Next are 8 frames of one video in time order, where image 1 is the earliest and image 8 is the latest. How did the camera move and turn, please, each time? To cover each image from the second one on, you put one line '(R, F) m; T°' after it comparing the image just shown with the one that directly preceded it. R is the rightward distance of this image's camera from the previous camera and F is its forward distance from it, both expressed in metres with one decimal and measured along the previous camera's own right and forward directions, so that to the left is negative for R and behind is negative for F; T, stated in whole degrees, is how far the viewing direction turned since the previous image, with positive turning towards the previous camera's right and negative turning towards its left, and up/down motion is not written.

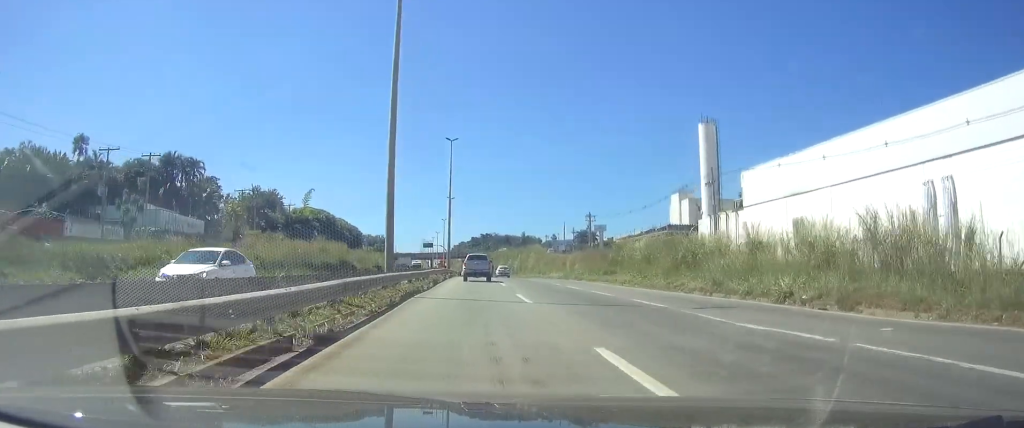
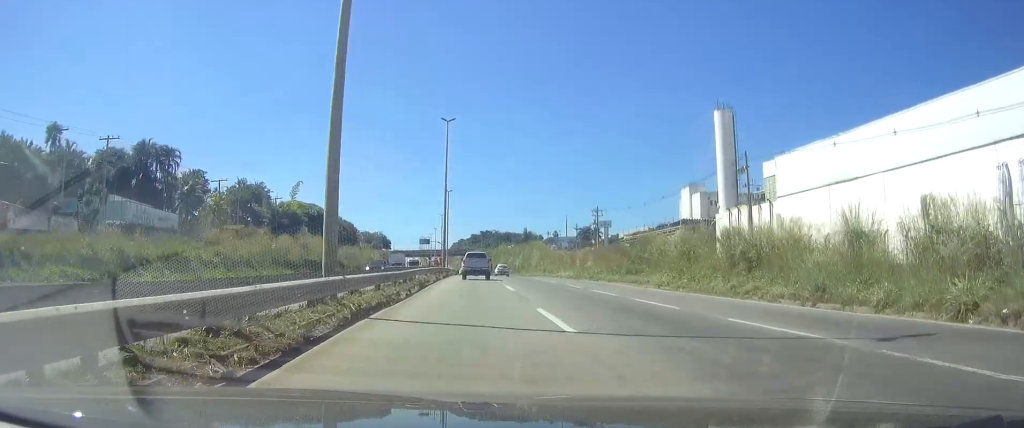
(+0.1, +9.1) m; 0°
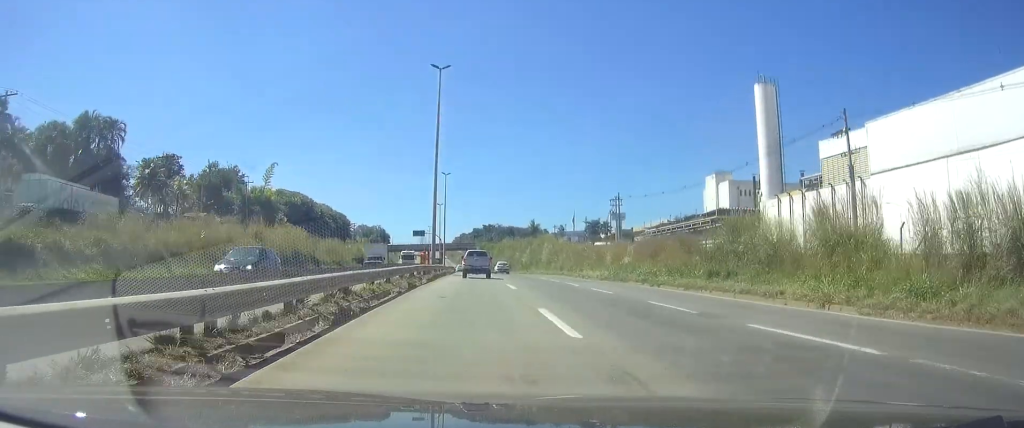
(-0.1, +17.2) m; 0°
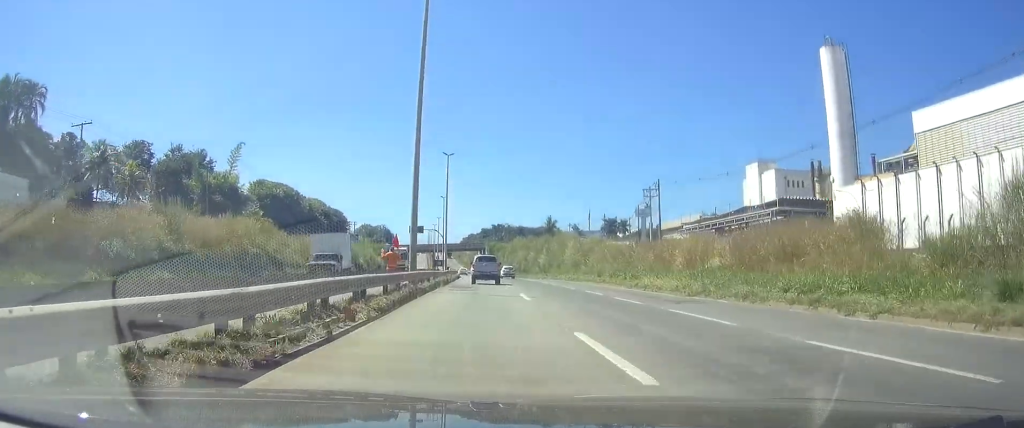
(0.0, +19.5) m; 0°
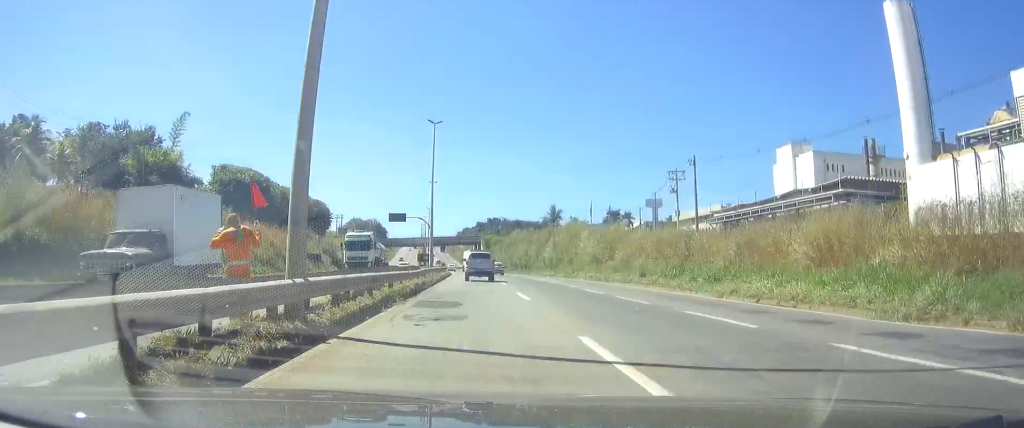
(0.0, +17.2) m; 0°
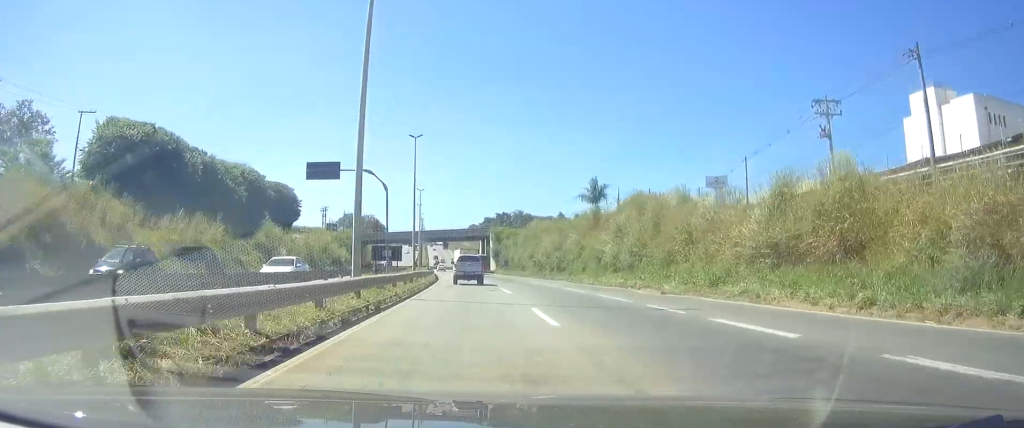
(+0.1, +40.1) m; 0°
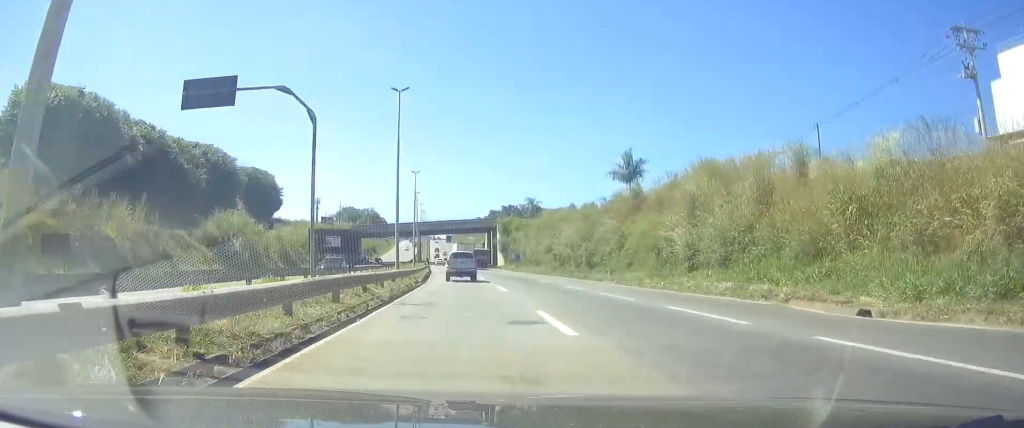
(-0.2, +18.0) m; -1°
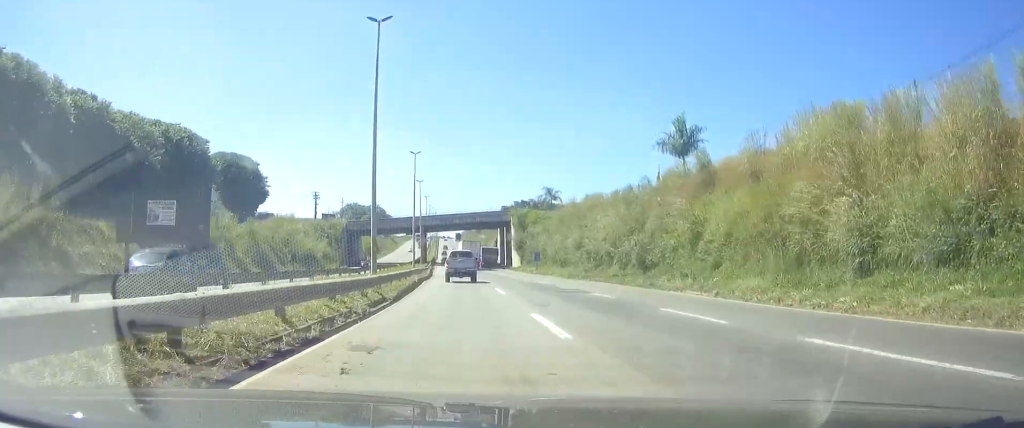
(0.0, +15.9) m; 0°
